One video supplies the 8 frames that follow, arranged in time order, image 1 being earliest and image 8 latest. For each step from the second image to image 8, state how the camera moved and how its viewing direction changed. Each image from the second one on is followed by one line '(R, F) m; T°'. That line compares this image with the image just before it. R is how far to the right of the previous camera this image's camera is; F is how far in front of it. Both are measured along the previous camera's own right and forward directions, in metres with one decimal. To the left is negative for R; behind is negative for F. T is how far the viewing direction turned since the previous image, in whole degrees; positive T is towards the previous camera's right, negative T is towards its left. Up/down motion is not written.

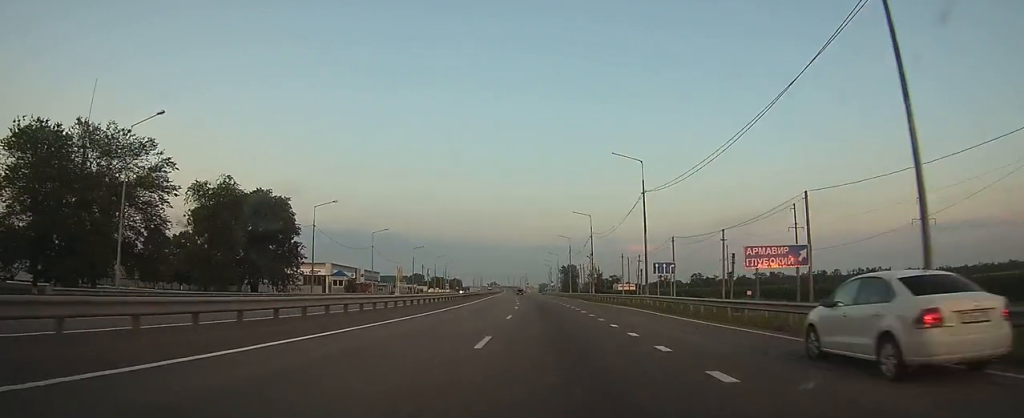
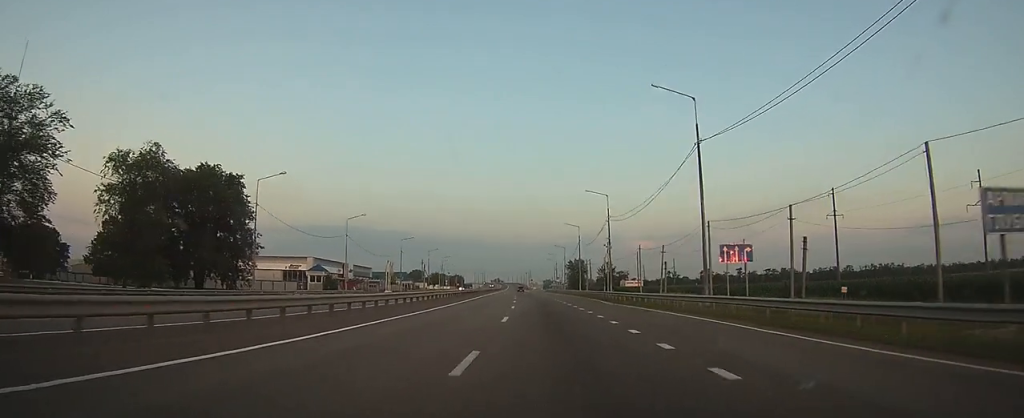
(0.0, +15.5) m; 0°
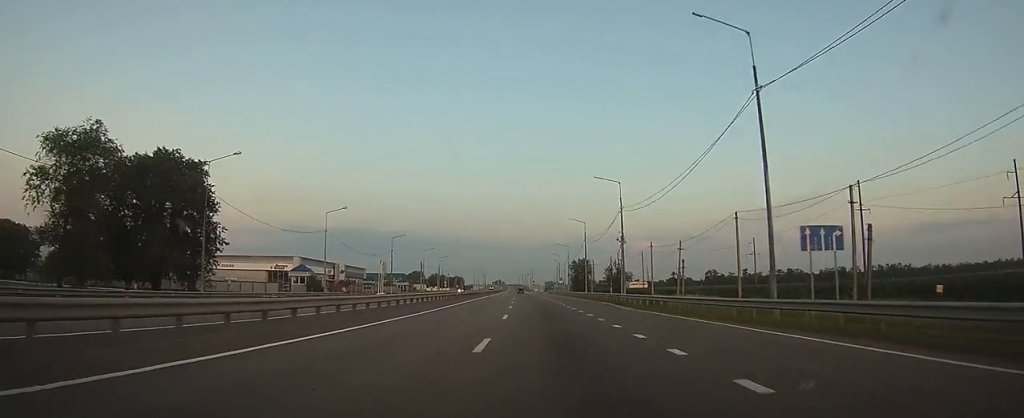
(0.0, +8.9) m; 0°
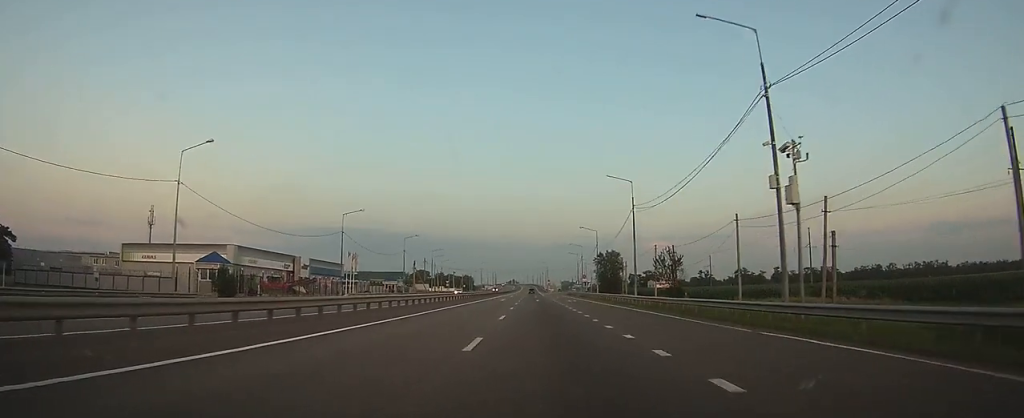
(-0.2, +34.7) m; -1°
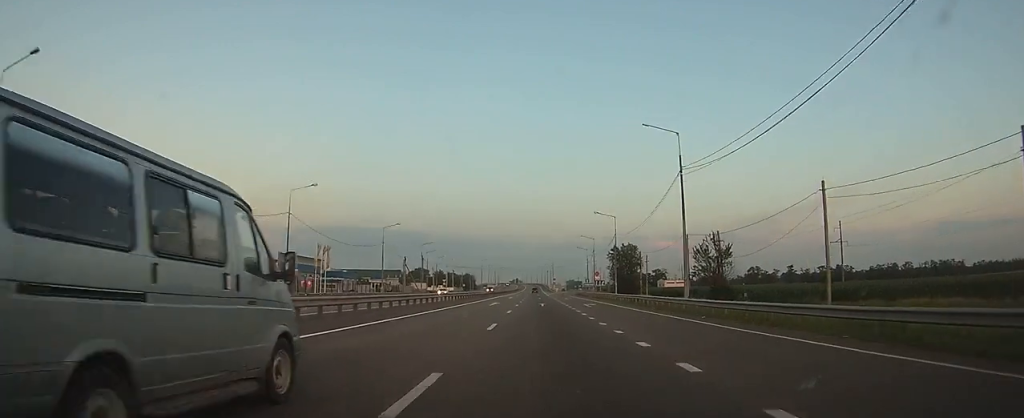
(-0.2, +17.6) m; -1°
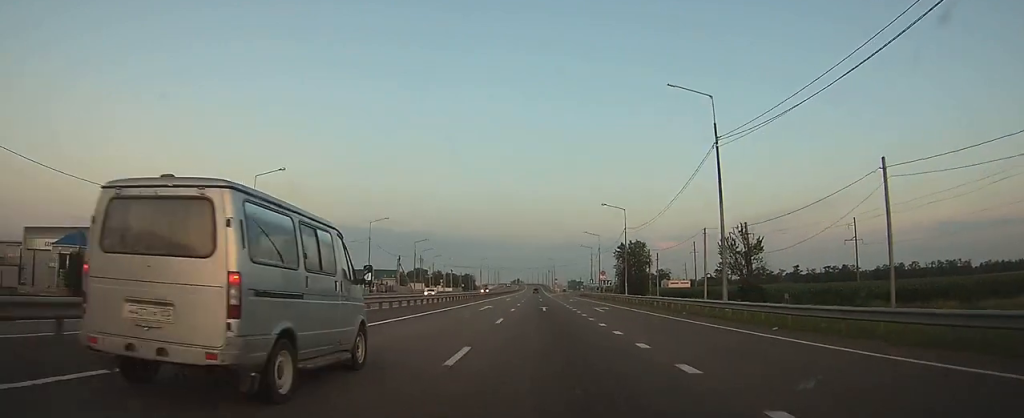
(0.0, +7.7) m; 0°
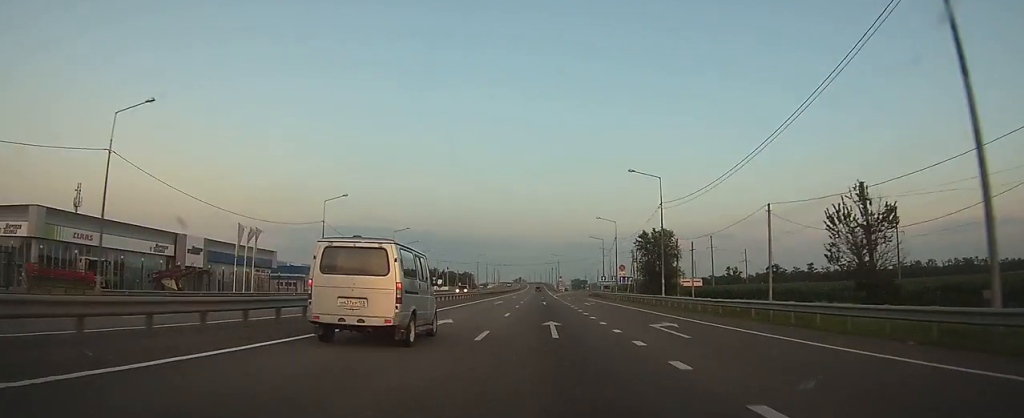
(-0.1, +18.9) m; -1°
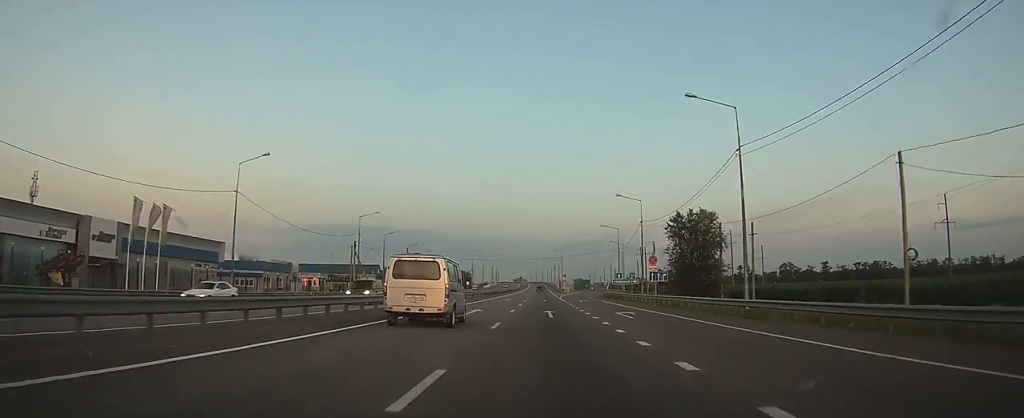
(-0.1, +19.6) m; 0°
